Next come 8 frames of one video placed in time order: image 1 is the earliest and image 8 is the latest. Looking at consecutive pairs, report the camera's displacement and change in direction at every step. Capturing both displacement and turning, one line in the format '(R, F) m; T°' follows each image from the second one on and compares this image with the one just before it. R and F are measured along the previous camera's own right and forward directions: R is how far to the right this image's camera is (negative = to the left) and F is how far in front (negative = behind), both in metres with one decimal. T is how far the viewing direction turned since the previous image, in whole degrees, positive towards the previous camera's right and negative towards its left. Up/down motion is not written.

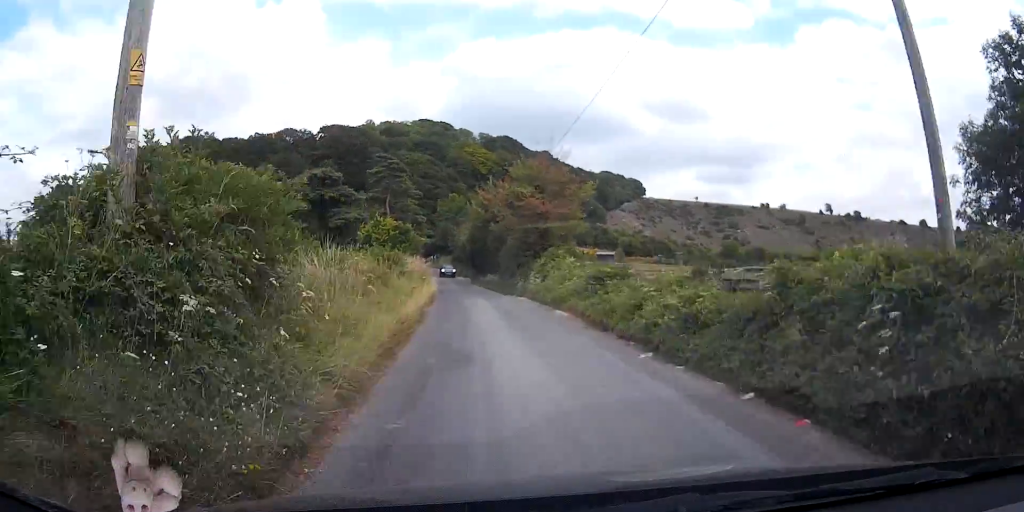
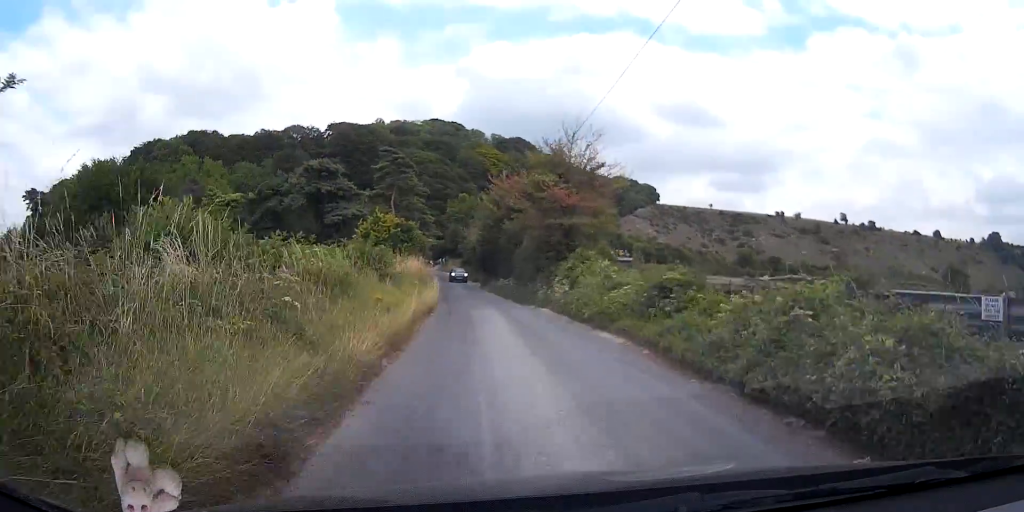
(-0.1, +6.0) m; -1°
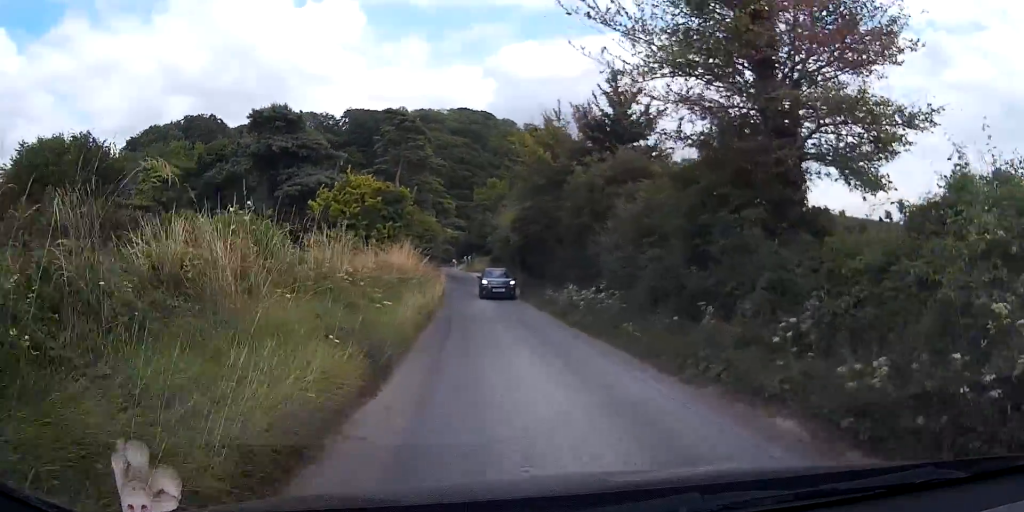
(-0.1, +20.0) m; +1°
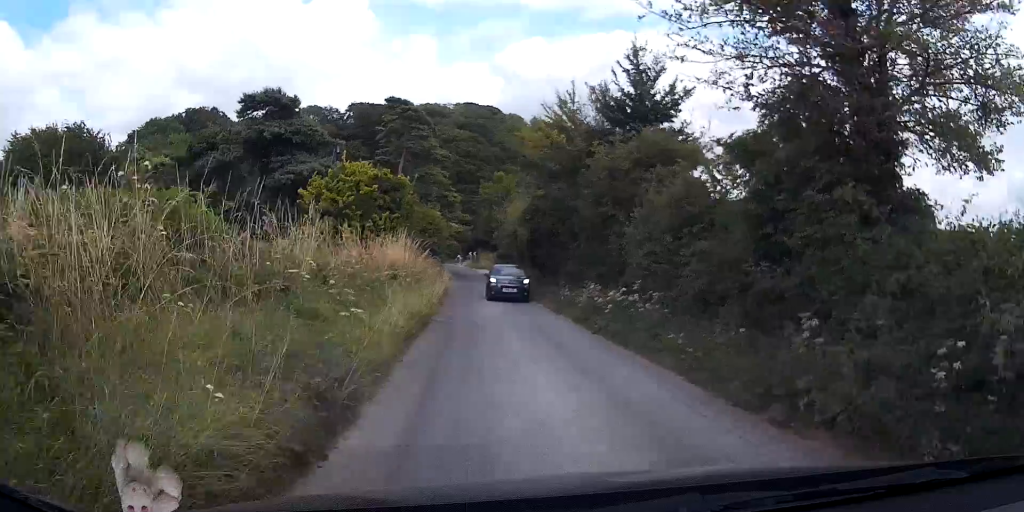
(-0.1, +2.8) m; +1°
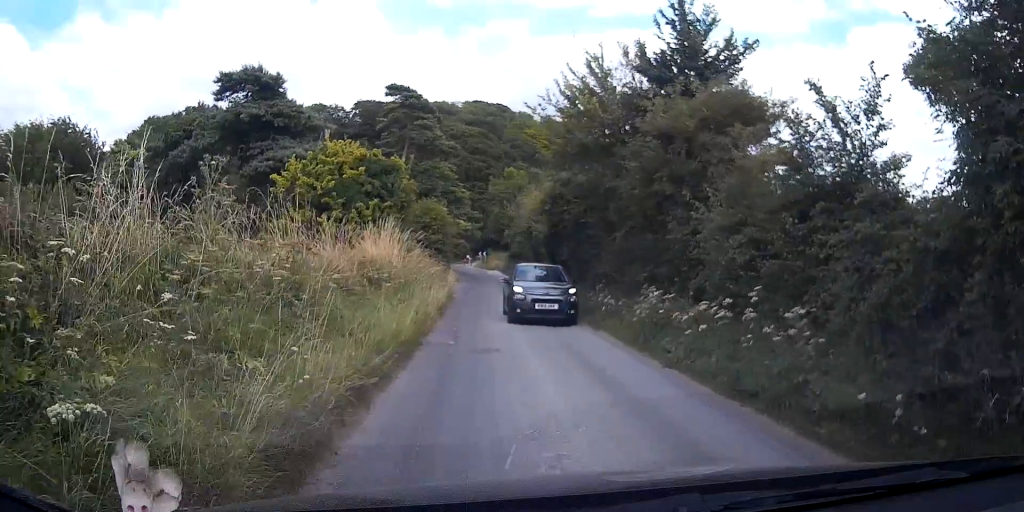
(+0.4, +5.2) m; +1°
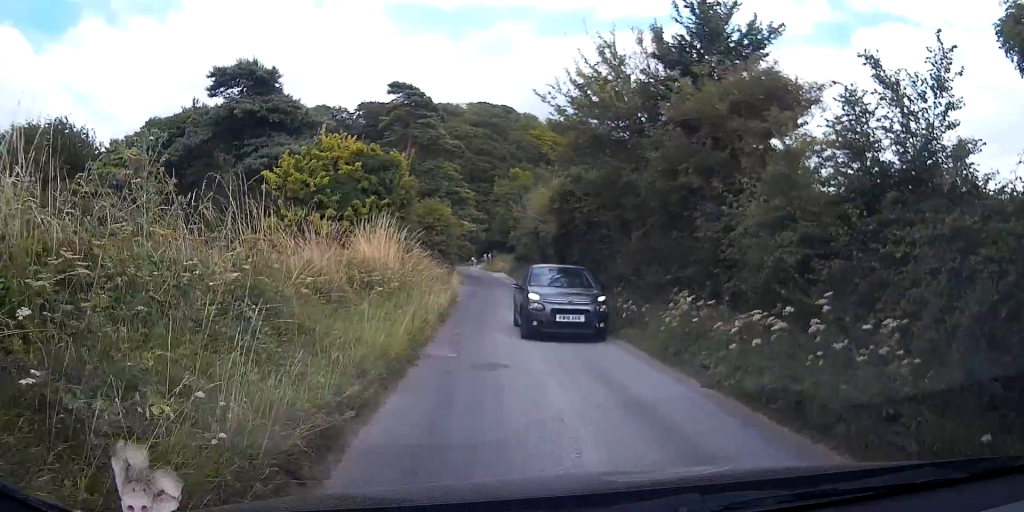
(-0.1, +1.6) m; +1°
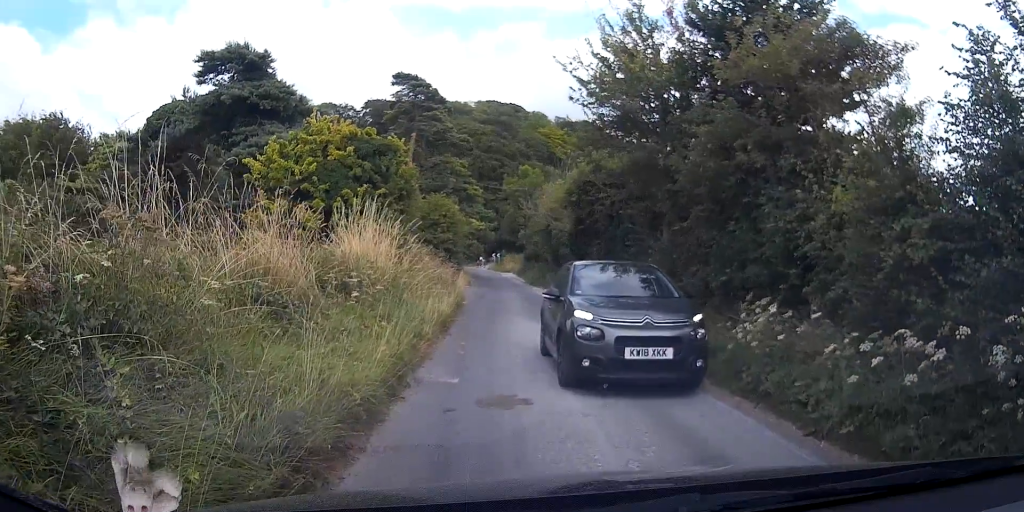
(0.0, +3.6) m; +2°
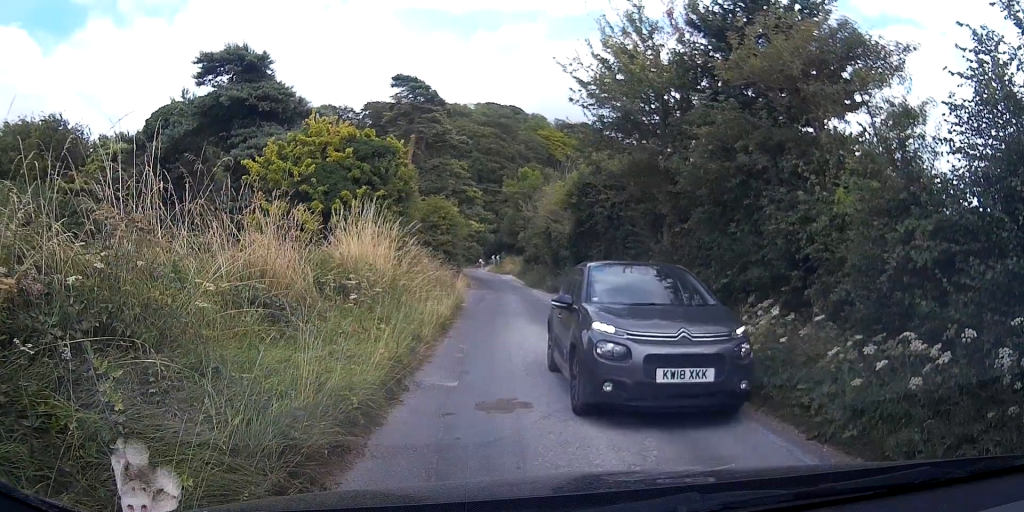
(+0.2, +0.8) m; 0°
